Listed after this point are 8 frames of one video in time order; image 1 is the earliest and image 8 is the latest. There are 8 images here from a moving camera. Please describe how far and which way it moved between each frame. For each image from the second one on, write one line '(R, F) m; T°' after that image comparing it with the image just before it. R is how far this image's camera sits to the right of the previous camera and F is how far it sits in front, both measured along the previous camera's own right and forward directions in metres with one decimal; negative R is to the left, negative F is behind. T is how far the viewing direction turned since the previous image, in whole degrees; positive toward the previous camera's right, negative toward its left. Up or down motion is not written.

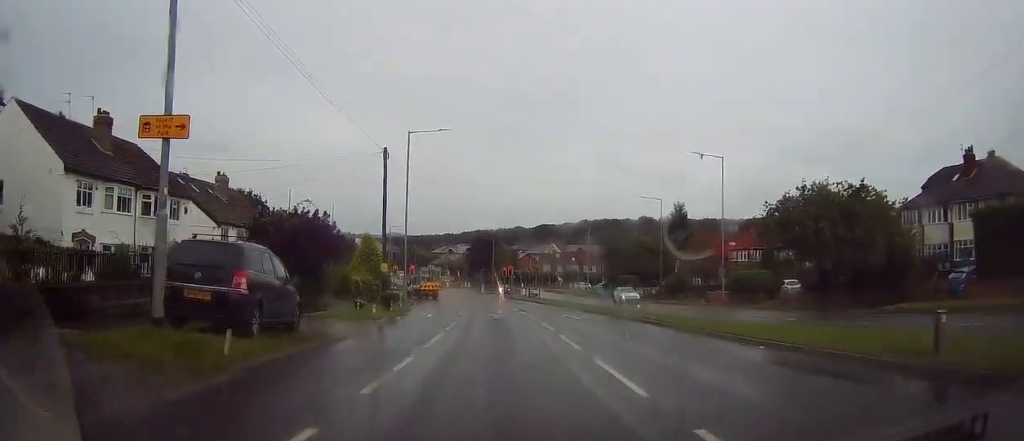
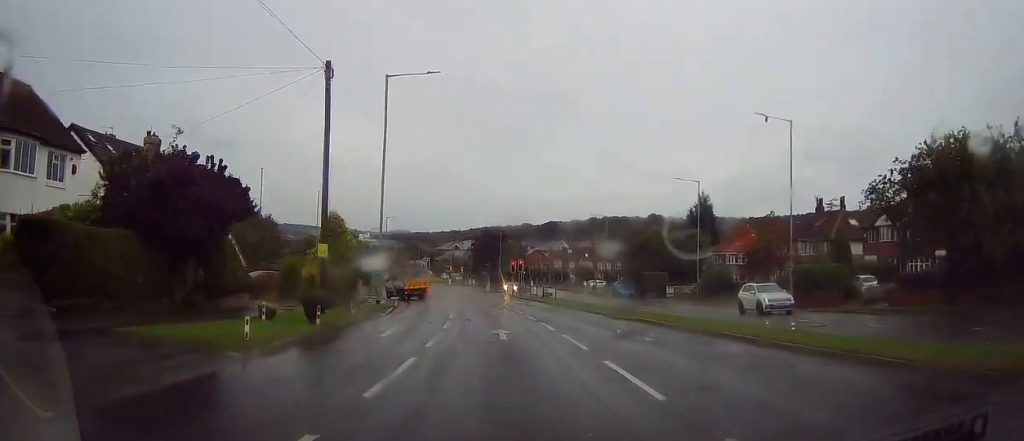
(-0.4, +12.7) m; -3°
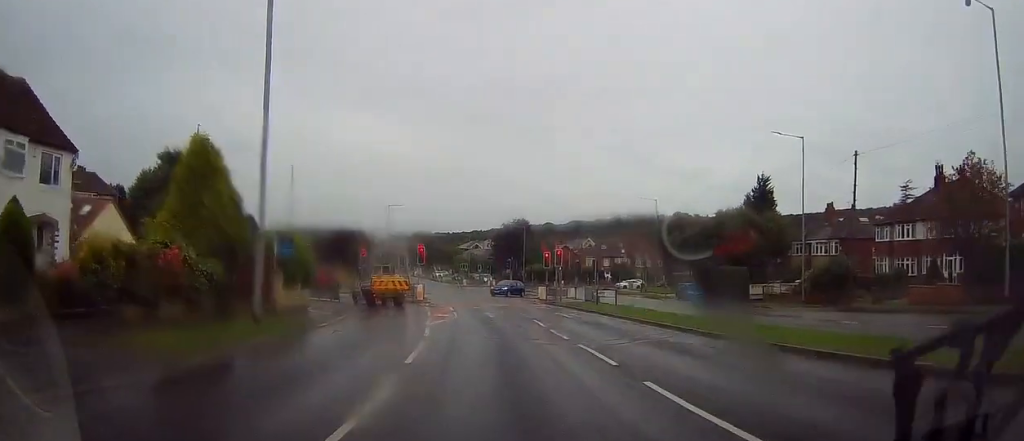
(+0.4, +21.2) m; 0°
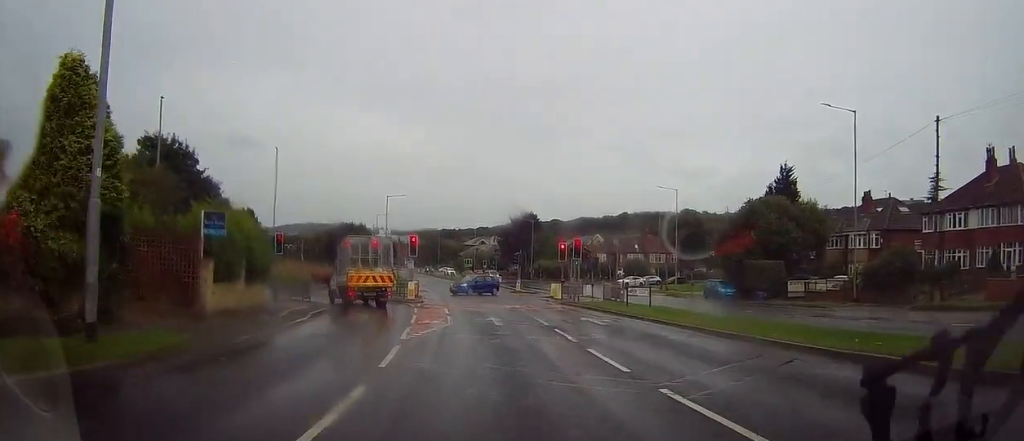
(-0.5, +7.5) m; 0°
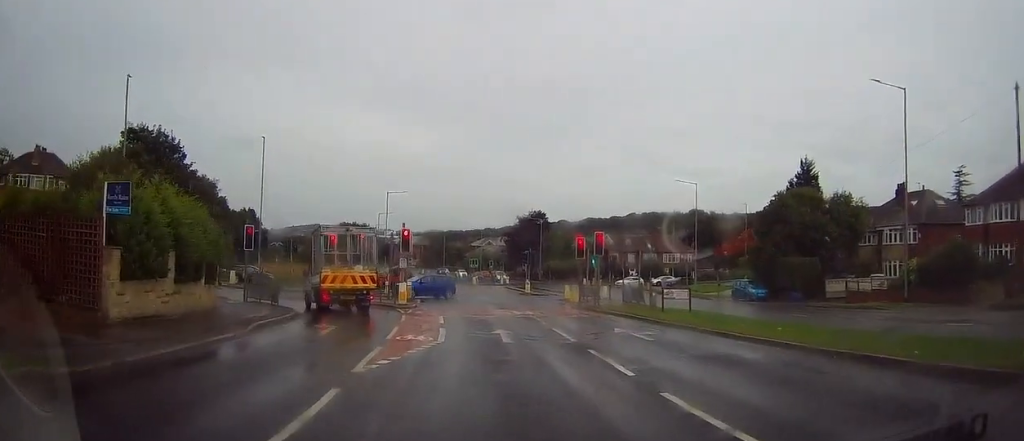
(+0.4, +5.8) m; +3°
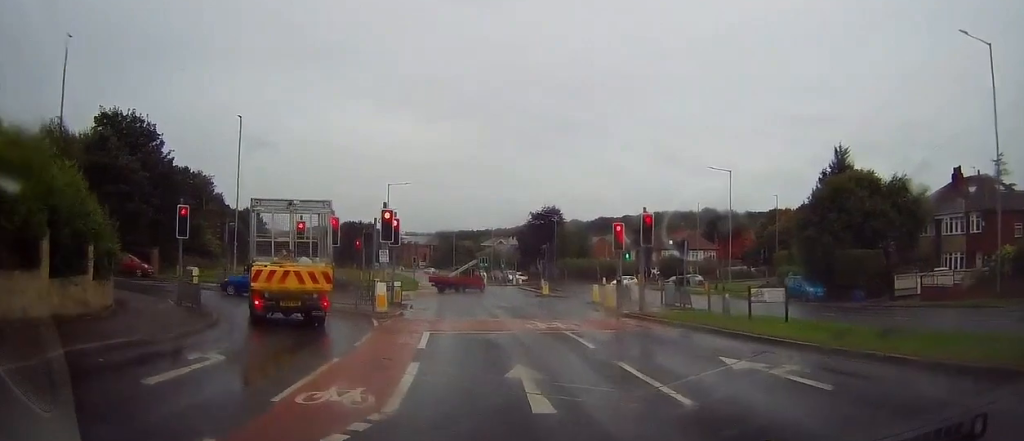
(-0.1, +8.7) m; -3°
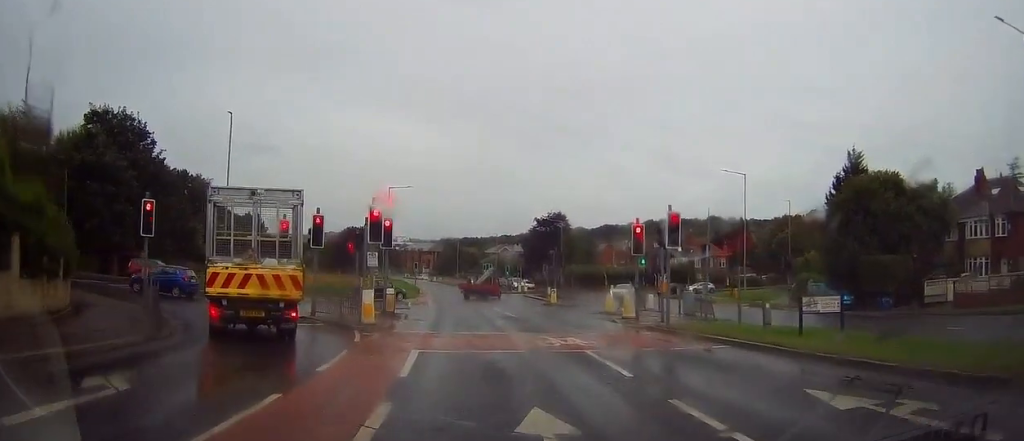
(-0.1, +3.3) m; -4°
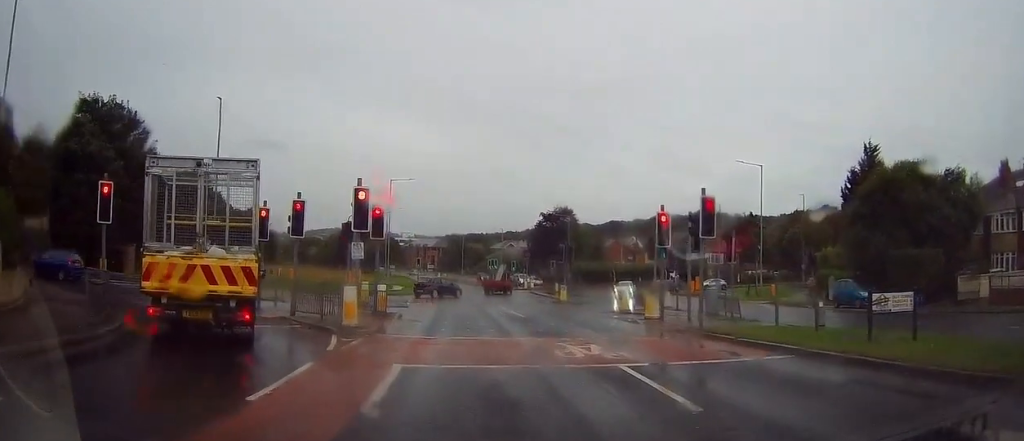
(-0.2, +3.4) m; -2°
